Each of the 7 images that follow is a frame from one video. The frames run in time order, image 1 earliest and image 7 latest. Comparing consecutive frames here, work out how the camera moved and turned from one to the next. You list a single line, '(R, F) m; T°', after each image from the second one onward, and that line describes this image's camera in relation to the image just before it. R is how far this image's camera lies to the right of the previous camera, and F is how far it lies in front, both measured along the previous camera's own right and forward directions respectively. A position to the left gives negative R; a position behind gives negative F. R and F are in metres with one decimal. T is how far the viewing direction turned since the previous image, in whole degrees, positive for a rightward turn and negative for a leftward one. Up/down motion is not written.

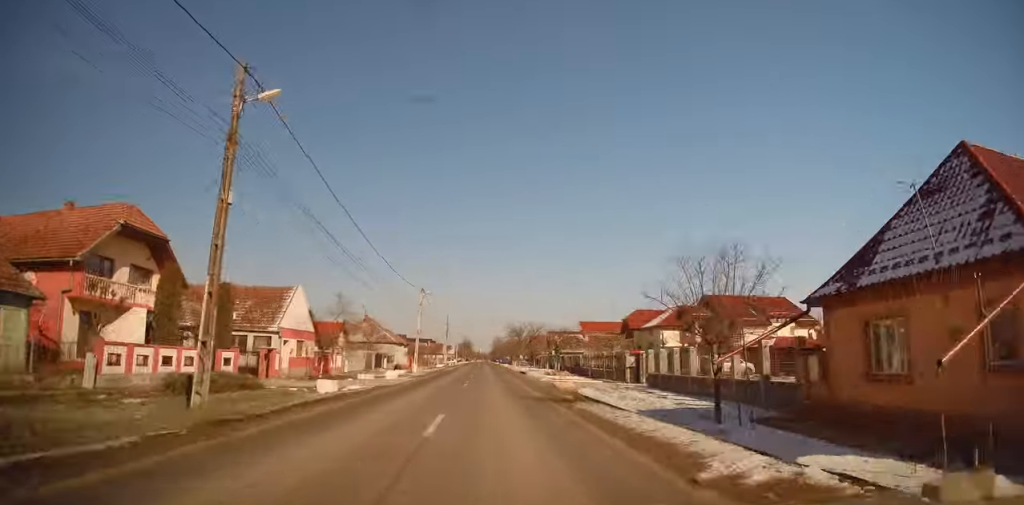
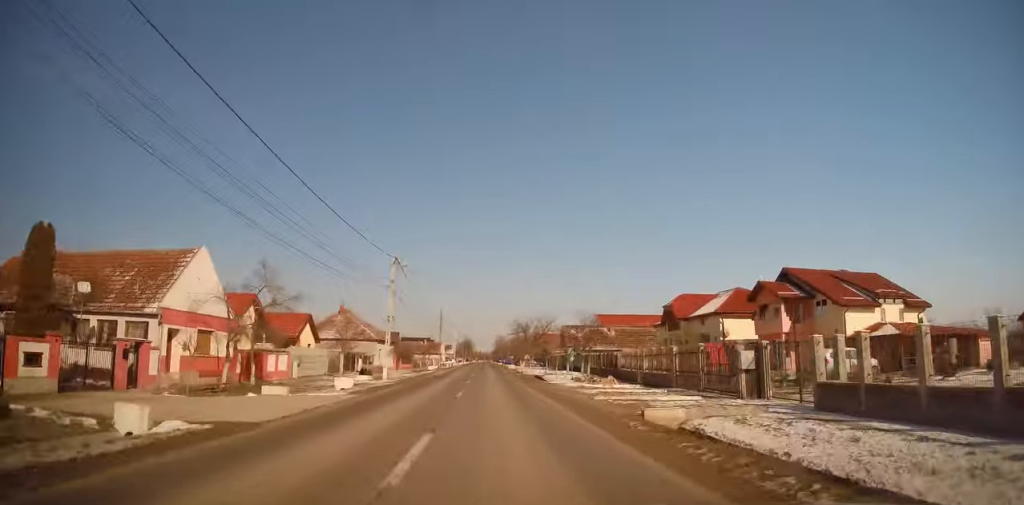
(0.0, +15.1) m; +1°
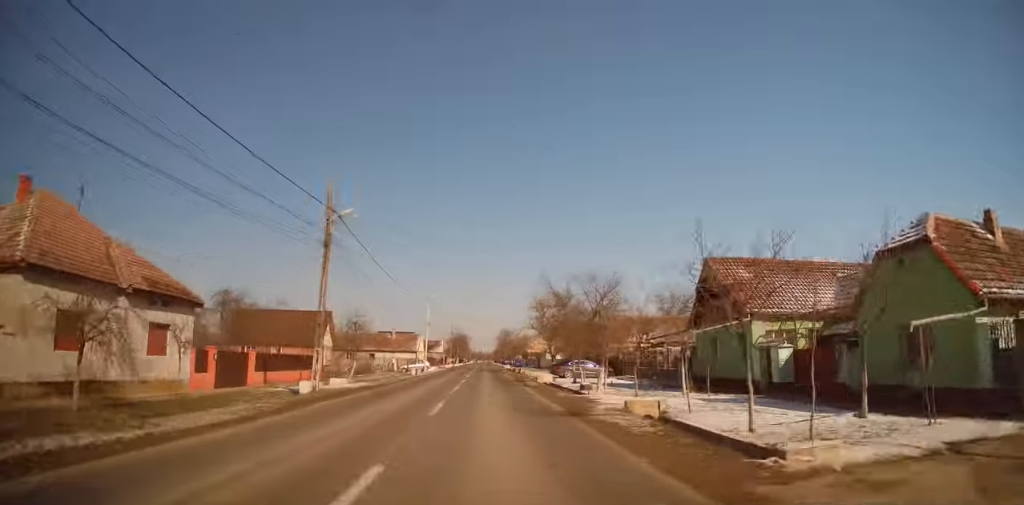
(-0.3, +51.0) m; -1°
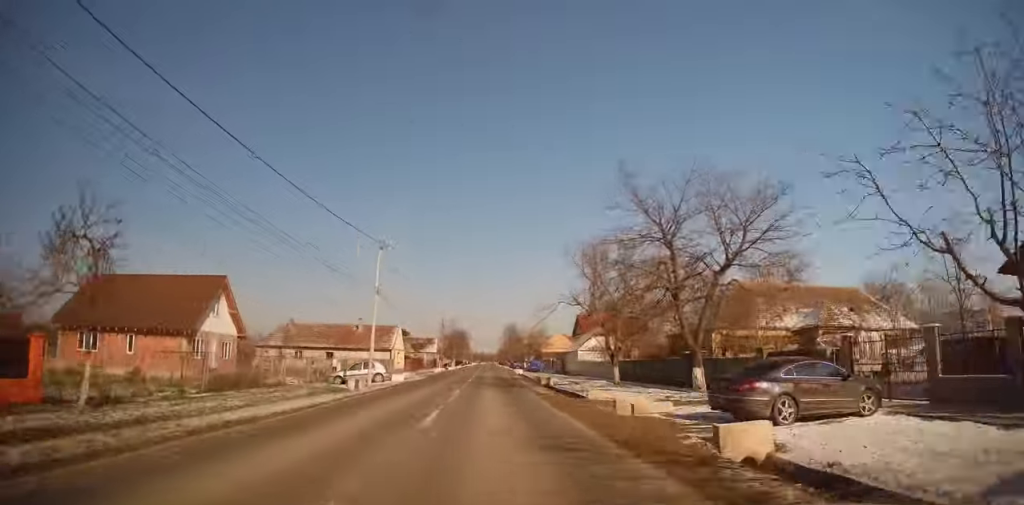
(+0.1, +28.0) m; +1°
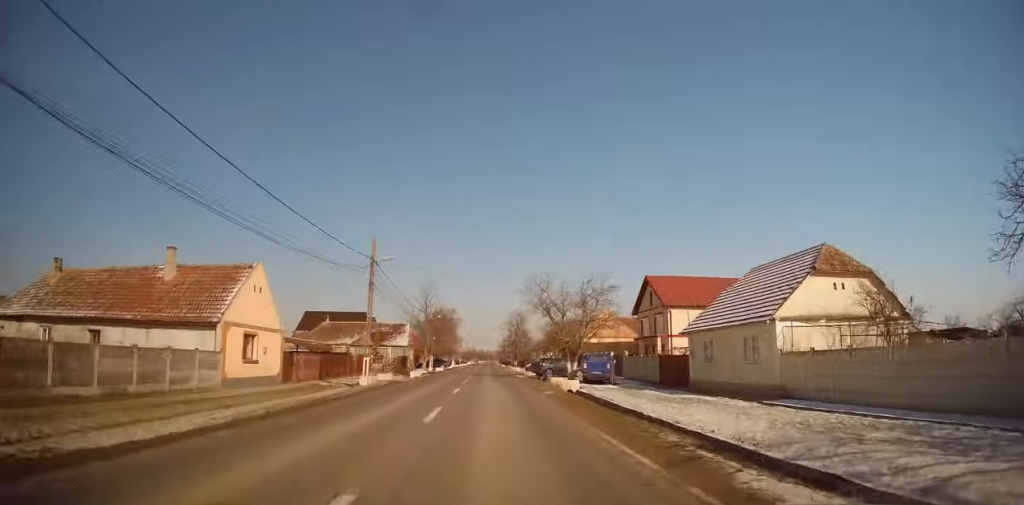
(-0.2, +43.6) m; -1°
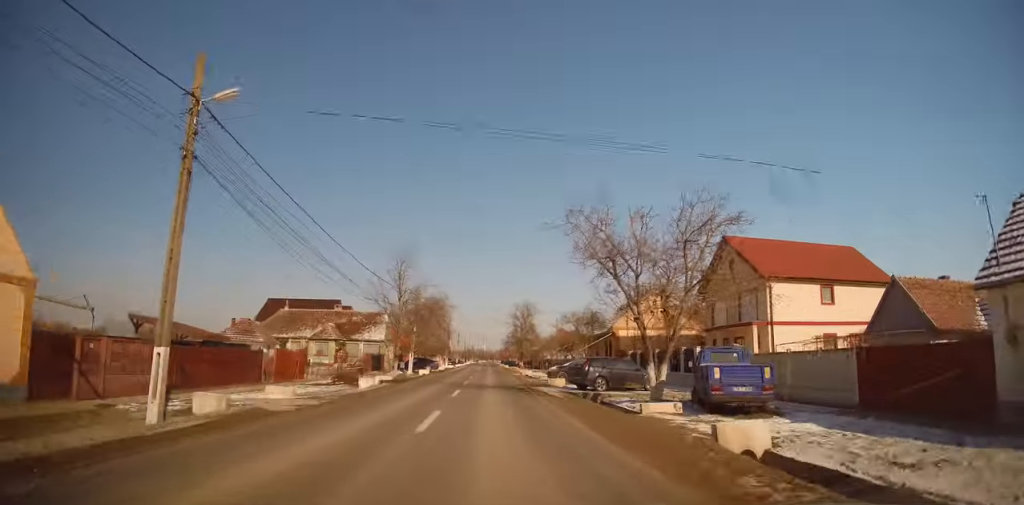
(0.0, +18.6) m; 0°
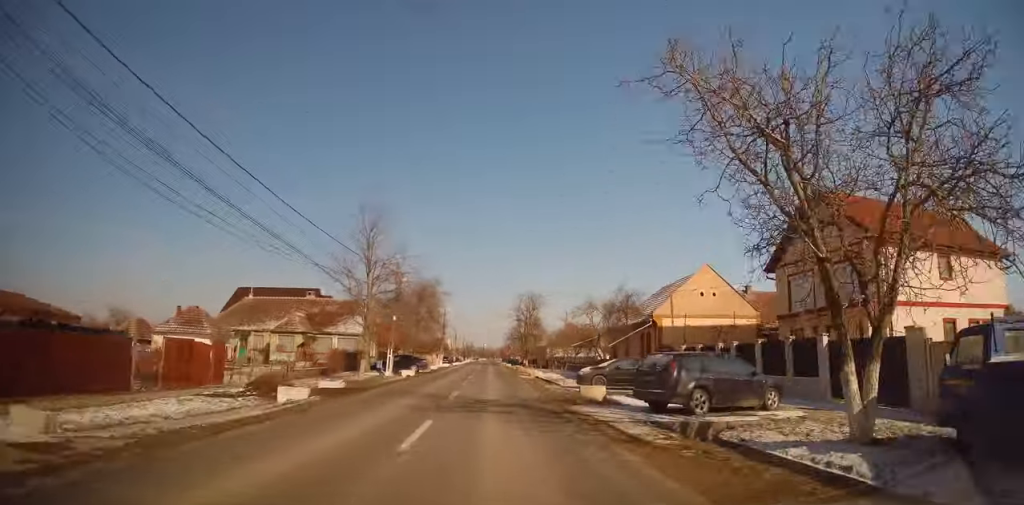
(+0.1, +10.9) m; 0°
